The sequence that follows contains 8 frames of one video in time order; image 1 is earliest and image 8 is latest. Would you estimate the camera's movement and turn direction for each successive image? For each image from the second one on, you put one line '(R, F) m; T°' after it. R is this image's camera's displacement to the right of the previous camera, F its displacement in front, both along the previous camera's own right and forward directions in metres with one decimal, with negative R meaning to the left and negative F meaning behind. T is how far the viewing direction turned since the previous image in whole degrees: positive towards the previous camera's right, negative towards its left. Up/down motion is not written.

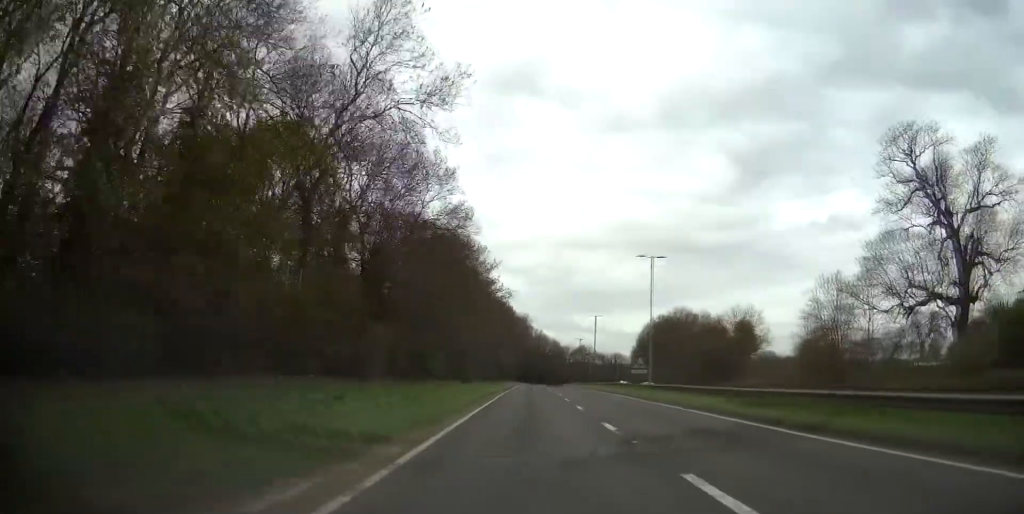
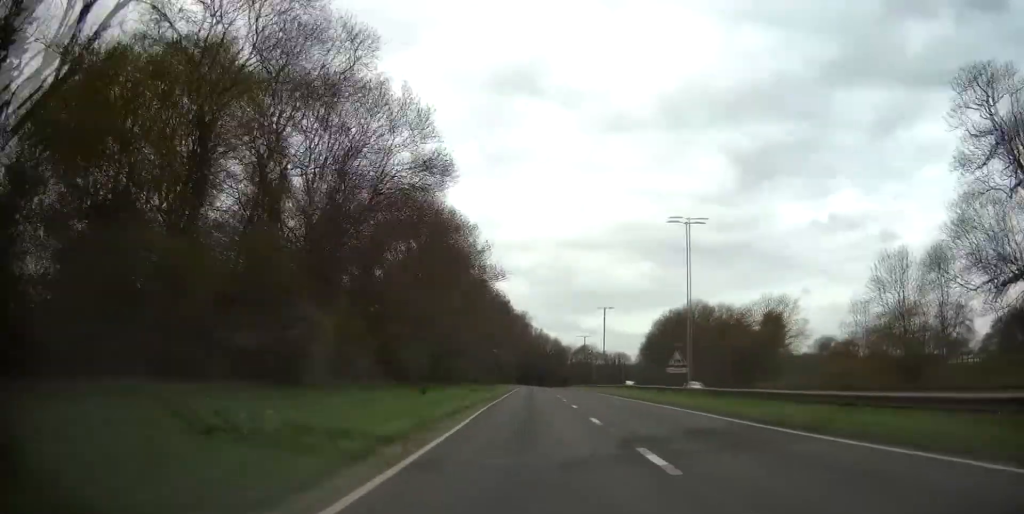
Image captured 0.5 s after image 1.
(0.0, +14.9) m; 0°
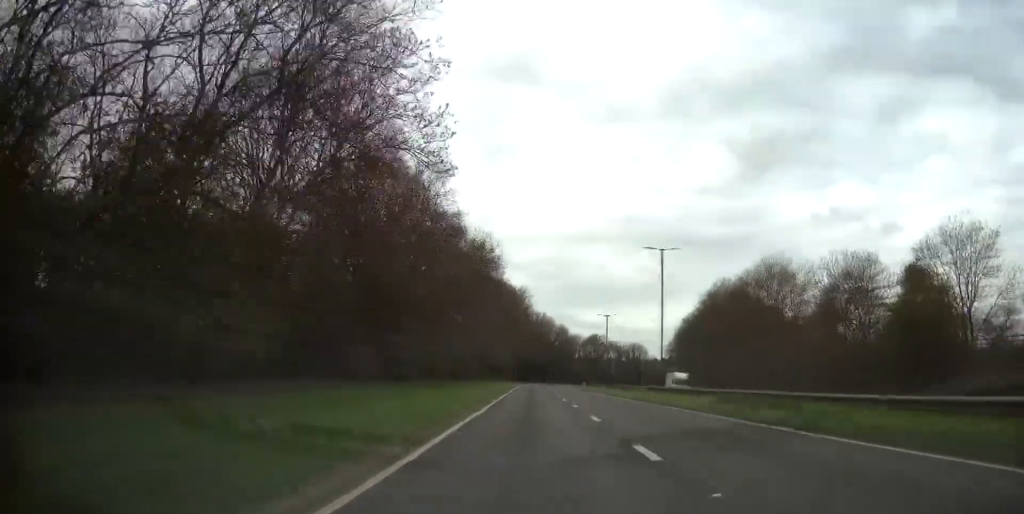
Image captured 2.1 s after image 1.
(0.0, +43.6) m; 0°
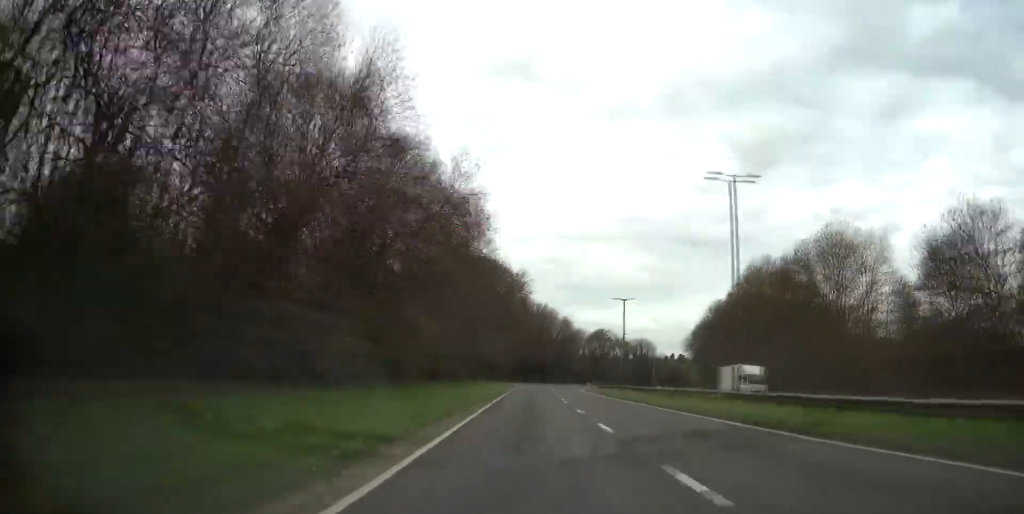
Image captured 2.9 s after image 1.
(-0.1, +20.5) m; 0°
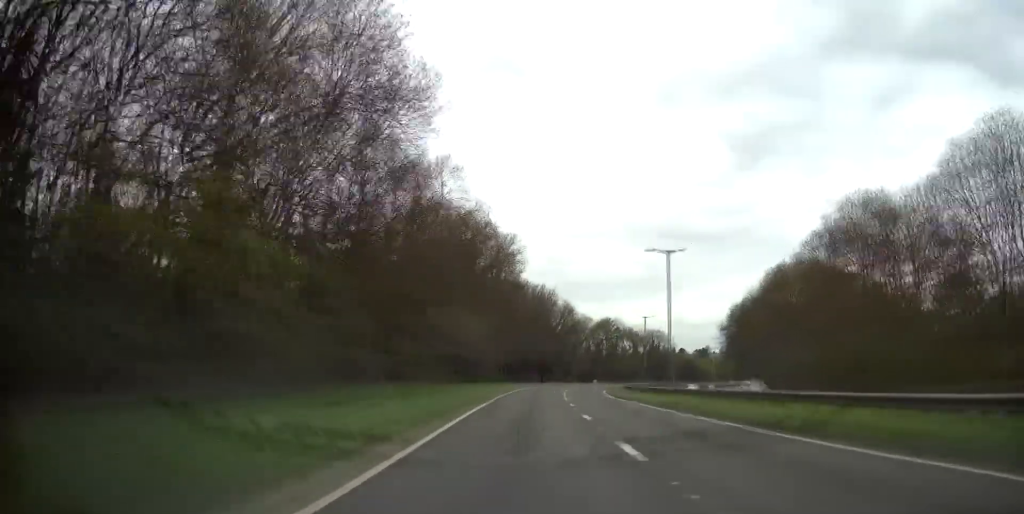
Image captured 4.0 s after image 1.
(0.0, +31.8) m; 0°
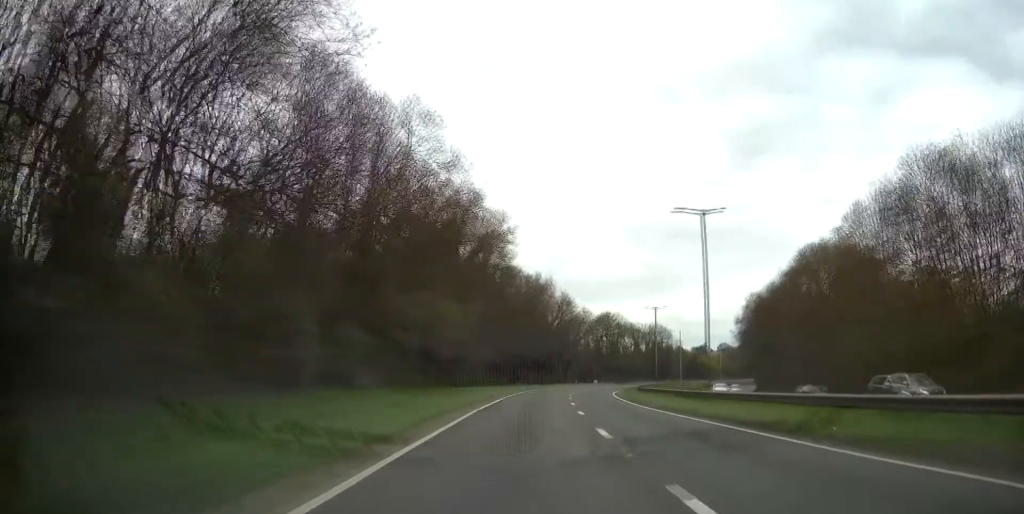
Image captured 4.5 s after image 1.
(0.0, +13.8) m; 0°
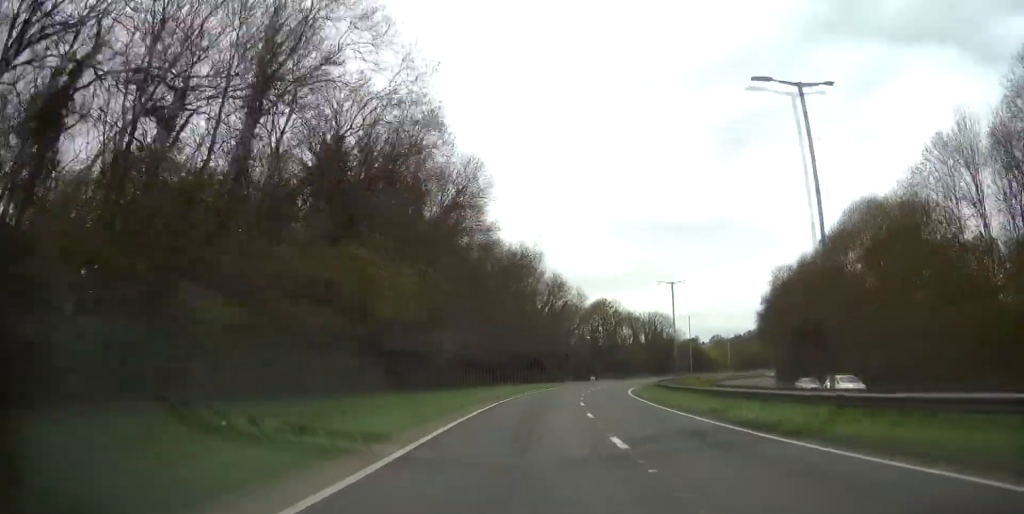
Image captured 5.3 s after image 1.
(-0.1, +19.6) m; +1°
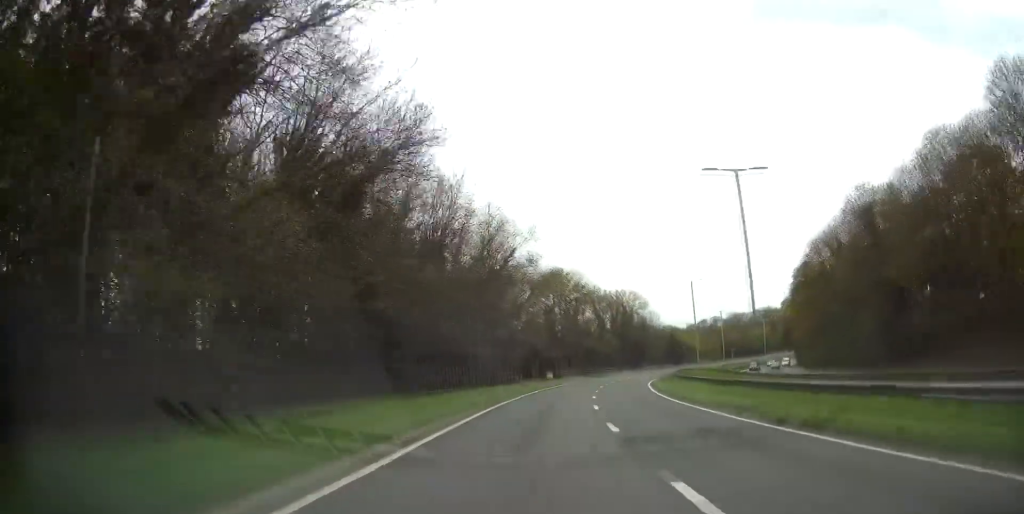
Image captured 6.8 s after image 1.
(+1.4, +41.5) m; +4°
